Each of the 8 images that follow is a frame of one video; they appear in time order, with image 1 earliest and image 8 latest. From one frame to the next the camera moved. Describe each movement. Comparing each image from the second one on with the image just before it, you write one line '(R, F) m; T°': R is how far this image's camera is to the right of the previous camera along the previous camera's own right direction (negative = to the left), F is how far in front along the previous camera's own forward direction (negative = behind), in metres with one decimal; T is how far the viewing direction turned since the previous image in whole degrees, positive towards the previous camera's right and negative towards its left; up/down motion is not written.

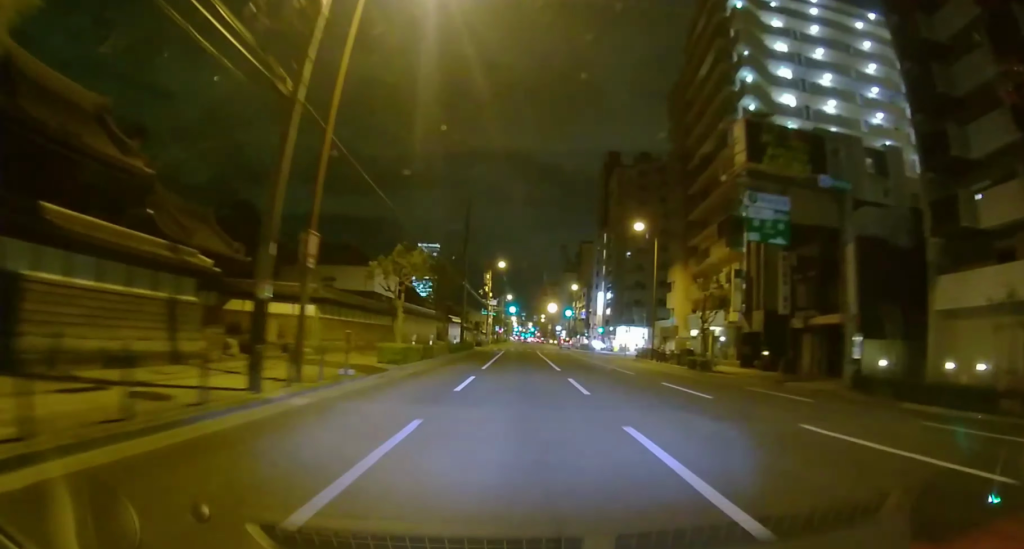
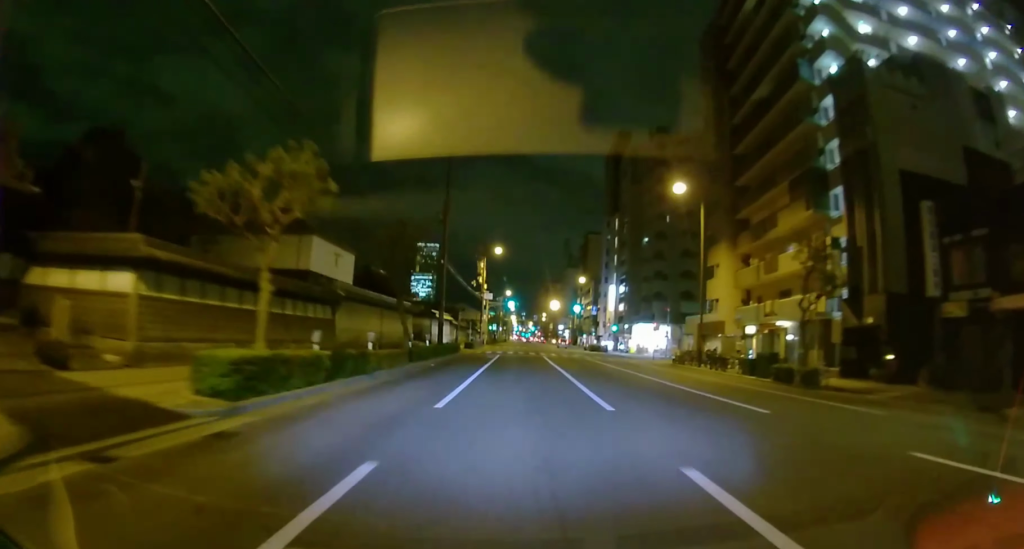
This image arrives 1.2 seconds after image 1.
(+0.2, +13.1) m; +1°
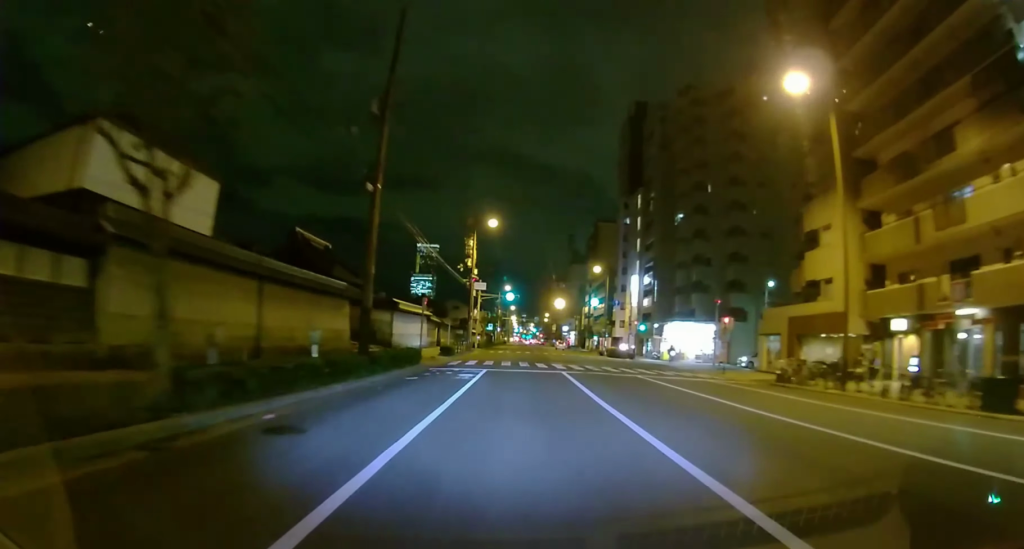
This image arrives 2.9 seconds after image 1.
(+0.2, +17.0) m; +1°
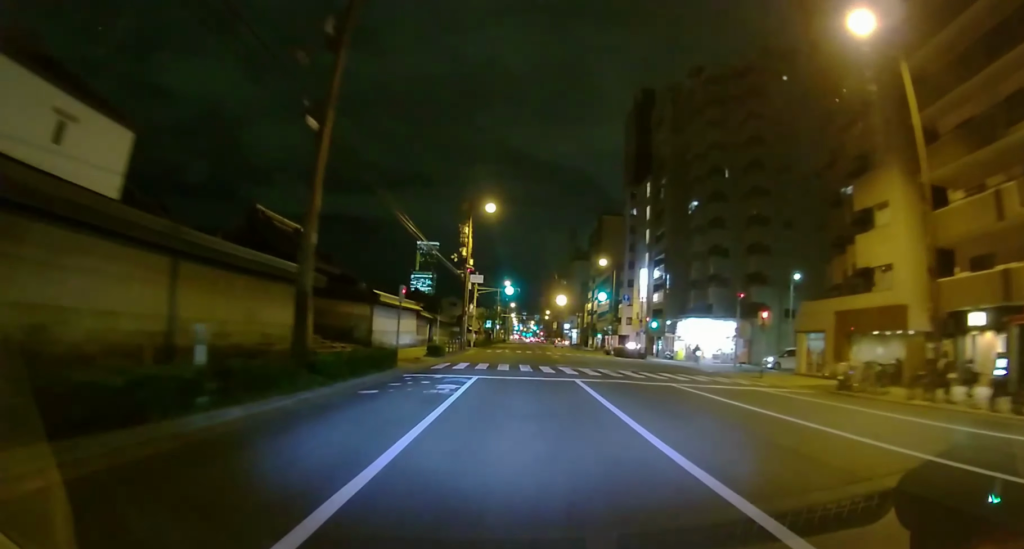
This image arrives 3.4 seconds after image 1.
(0.0, +5.5) m; 0°
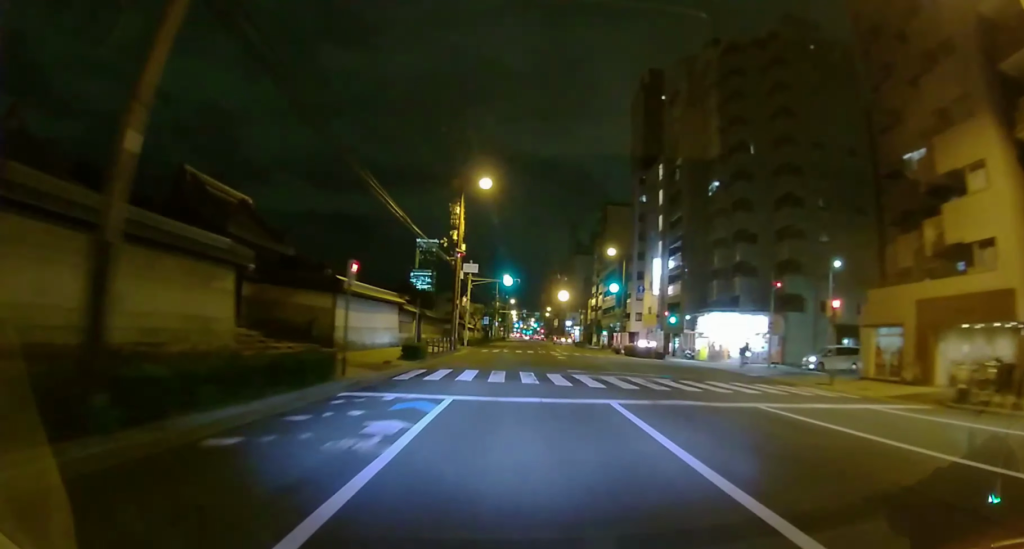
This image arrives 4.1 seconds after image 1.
(0.0, +6.9) m; 0°
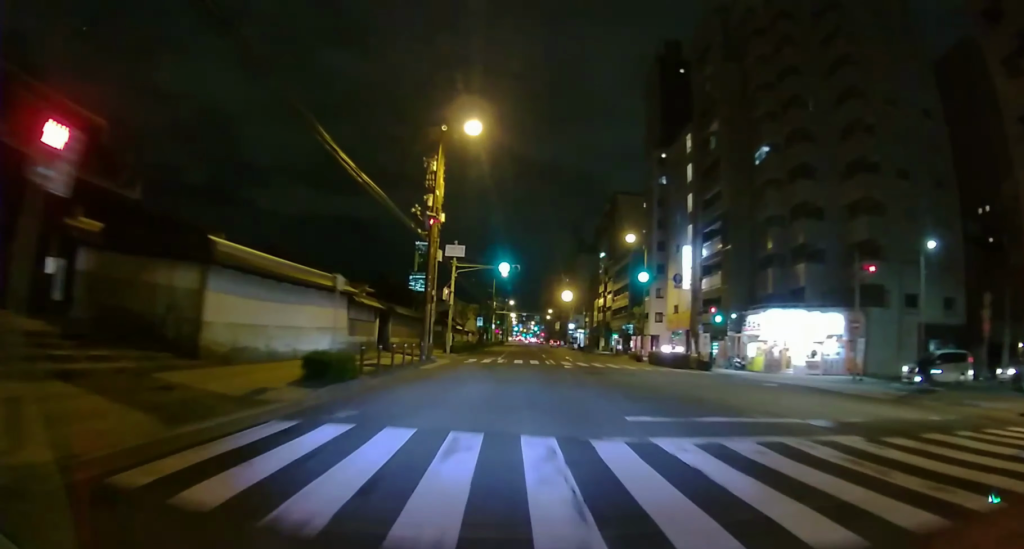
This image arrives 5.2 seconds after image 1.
(0.0, +11.2) m; 0°
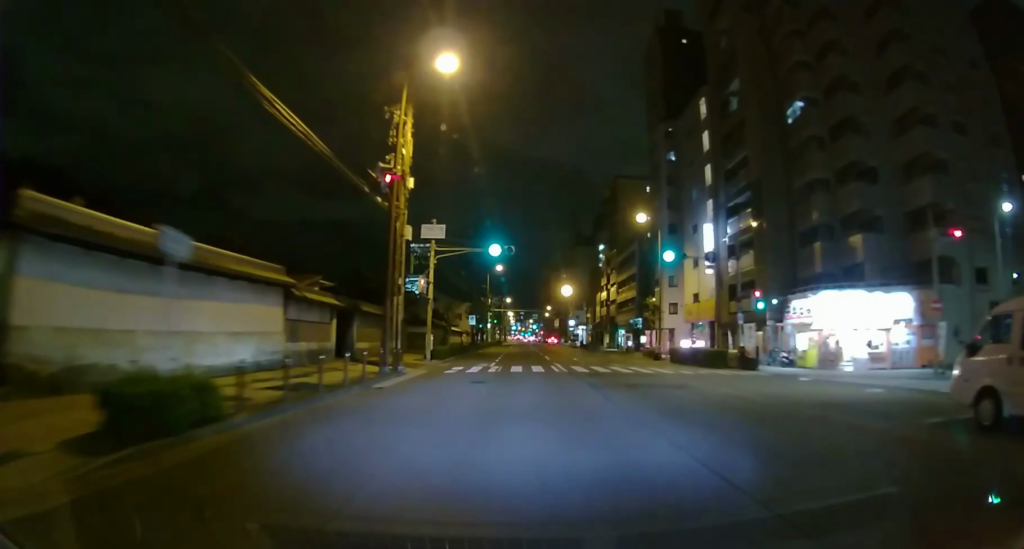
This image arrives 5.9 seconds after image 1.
(0.0, +7.4) m; 0°
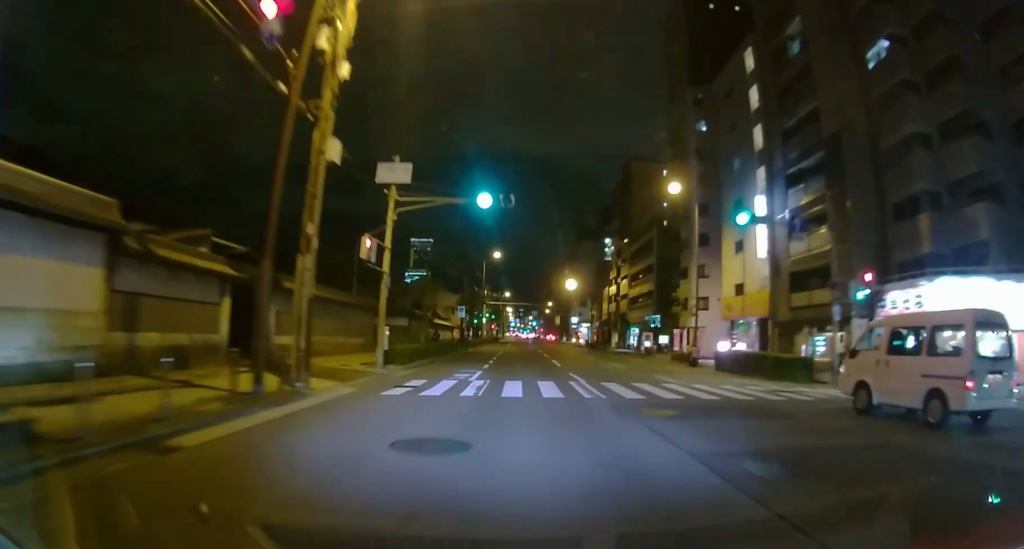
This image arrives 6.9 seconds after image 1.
(0.0, +10.2) m; 0°
